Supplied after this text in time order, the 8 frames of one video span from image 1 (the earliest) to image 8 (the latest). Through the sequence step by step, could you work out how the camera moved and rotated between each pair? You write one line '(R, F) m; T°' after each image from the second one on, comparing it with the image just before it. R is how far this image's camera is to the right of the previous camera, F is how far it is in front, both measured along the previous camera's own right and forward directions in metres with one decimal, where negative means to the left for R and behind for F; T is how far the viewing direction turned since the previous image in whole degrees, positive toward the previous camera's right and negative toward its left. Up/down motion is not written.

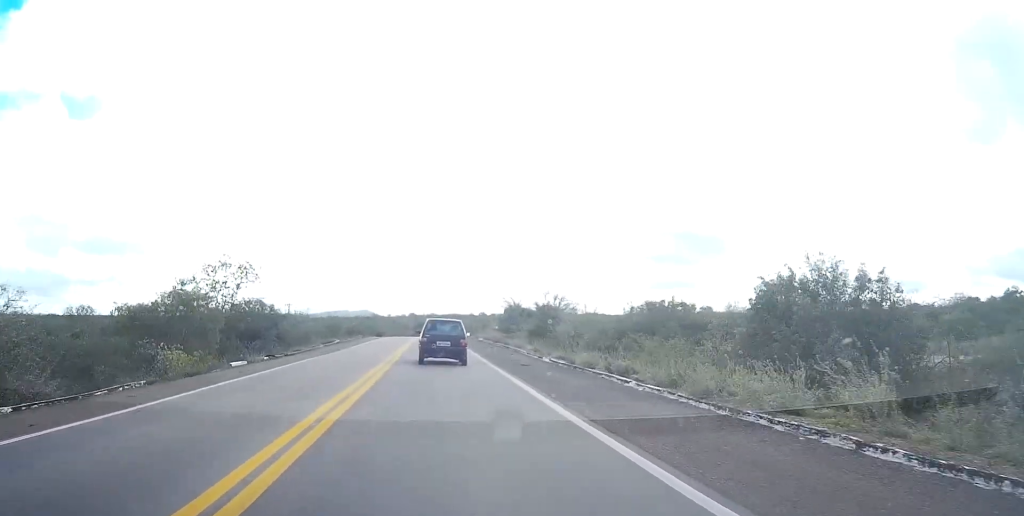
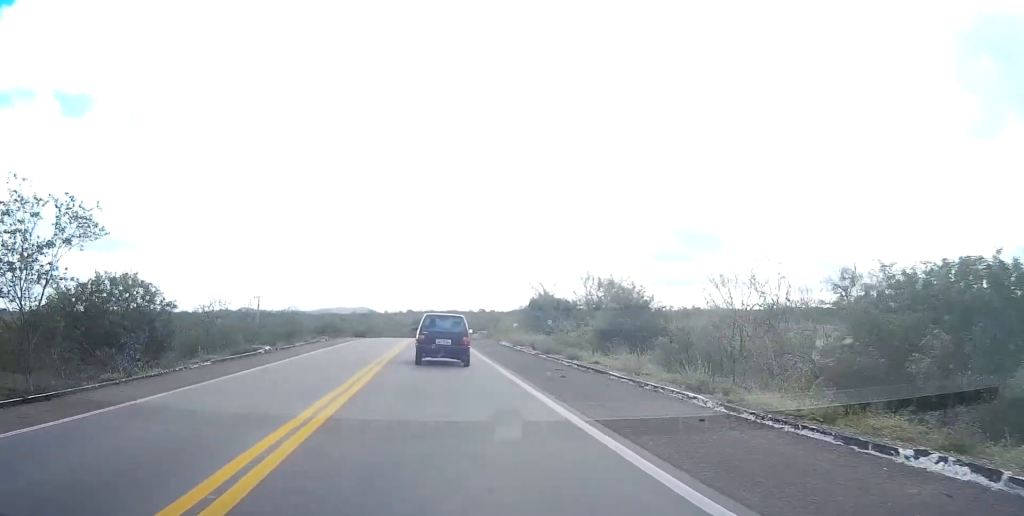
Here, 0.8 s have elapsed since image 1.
(0.0, +24.9) m; 0°
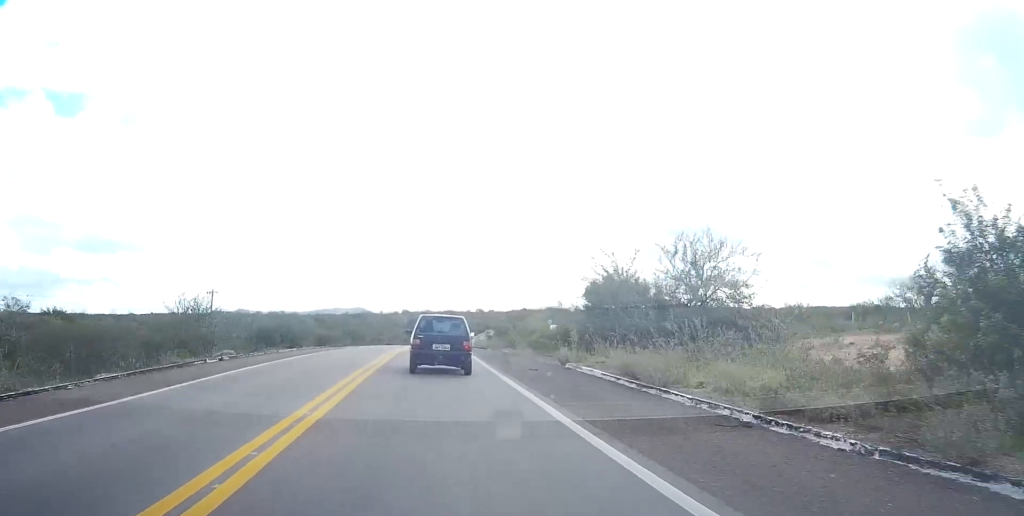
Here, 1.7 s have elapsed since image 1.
(0.0, +25.5) m; 0°
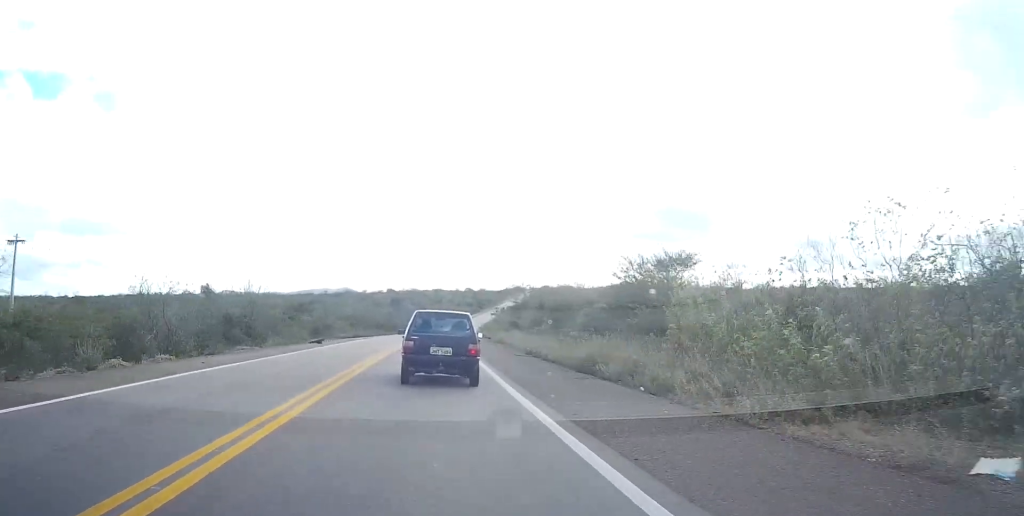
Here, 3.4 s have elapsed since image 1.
(+0.5, +49.9) m; +1°
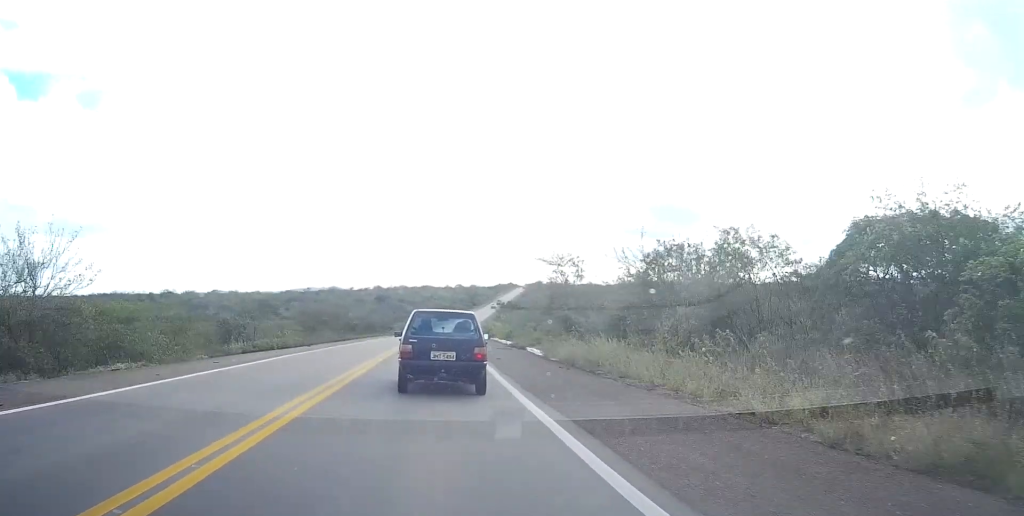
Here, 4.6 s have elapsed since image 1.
(+0.4, +31.9) m; +1°
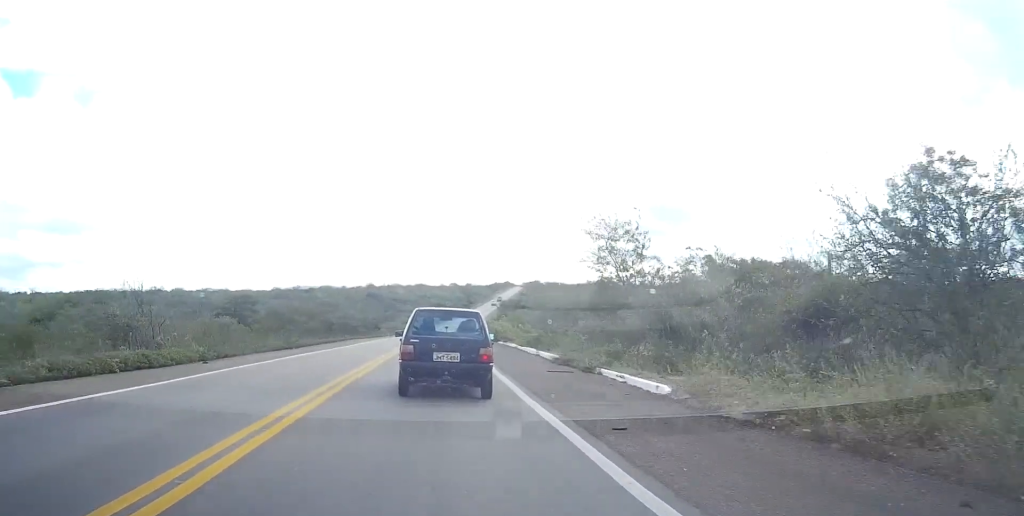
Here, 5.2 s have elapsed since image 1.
(0.0, +17.3) m; +1°
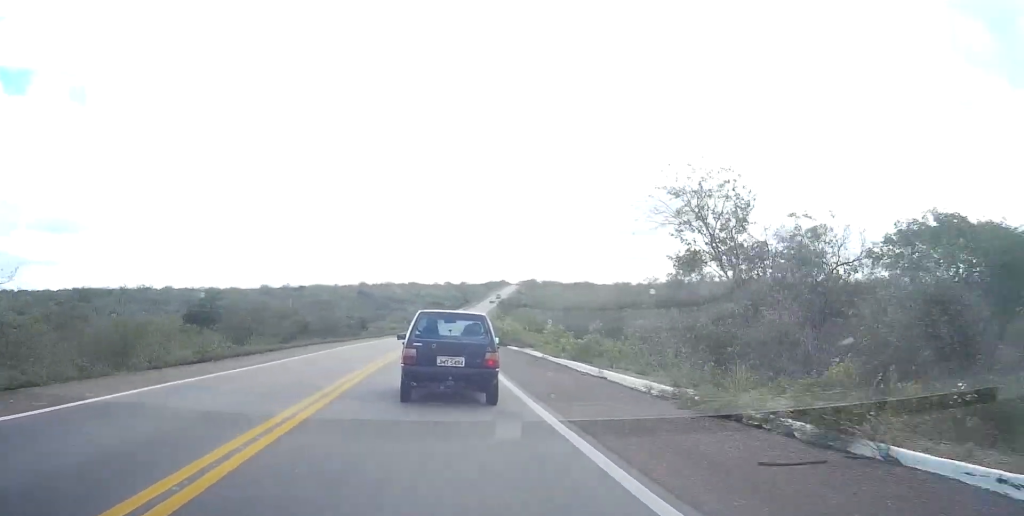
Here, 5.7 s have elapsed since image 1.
(0.0, +13.6) m; 0°
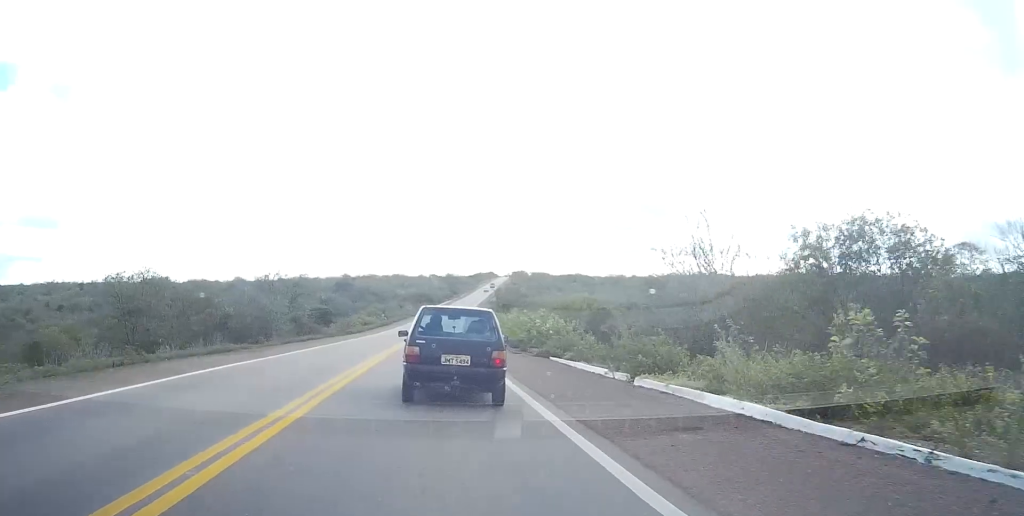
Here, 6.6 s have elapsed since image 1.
(+0.3, +25.3) m; +1°
